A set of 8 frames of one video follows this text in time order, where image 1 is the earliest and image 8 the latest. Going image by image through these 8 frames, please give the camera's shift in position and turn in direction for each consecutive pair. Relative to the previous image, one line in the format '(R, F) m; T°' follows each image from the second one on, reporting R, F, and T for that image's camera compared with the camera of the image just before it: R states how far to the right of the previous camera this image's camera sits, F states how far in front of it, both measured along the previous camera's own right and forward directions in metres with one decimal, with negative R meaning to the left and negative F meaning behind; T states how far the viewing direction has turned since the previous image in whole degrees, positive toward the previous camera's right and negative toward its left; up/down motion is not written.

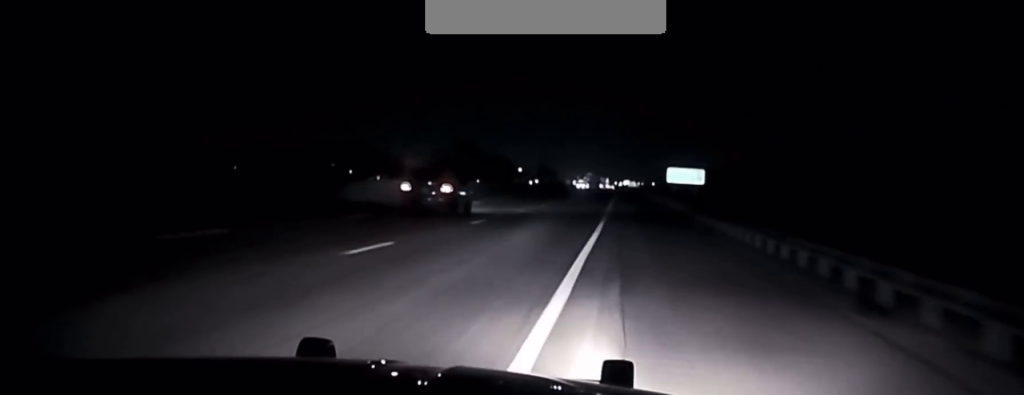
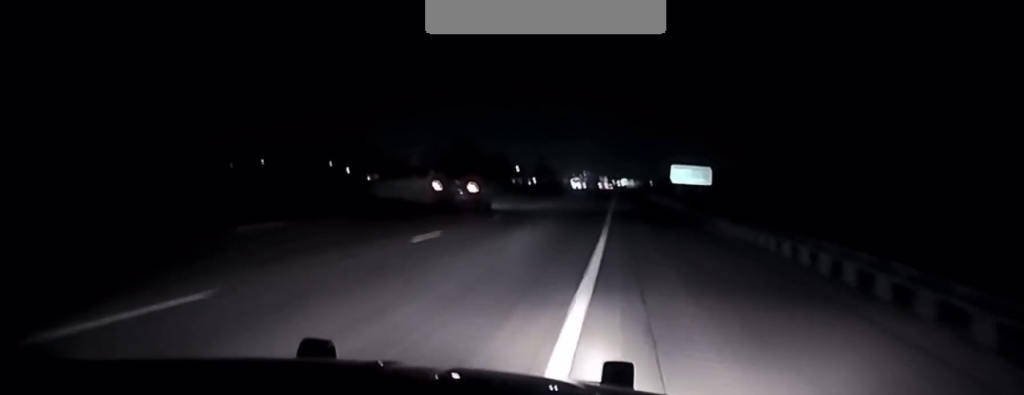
(-0.4, +8.3) m; 0°
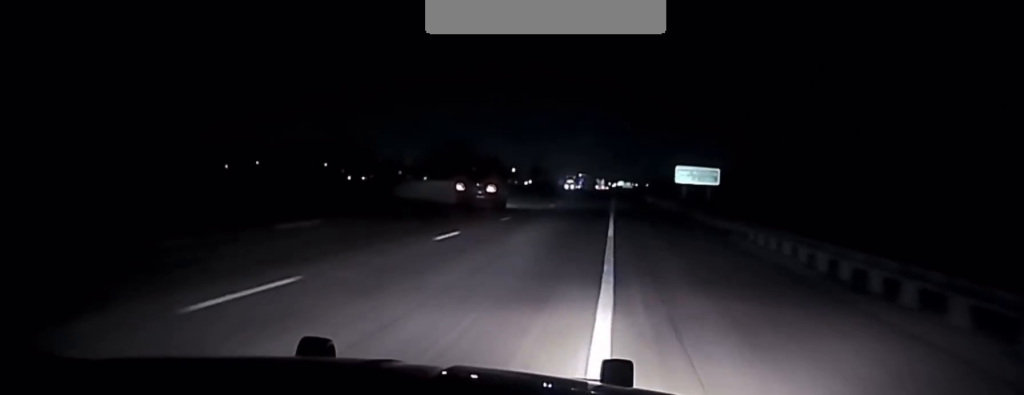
(+0.5, +10.2) m; +1°
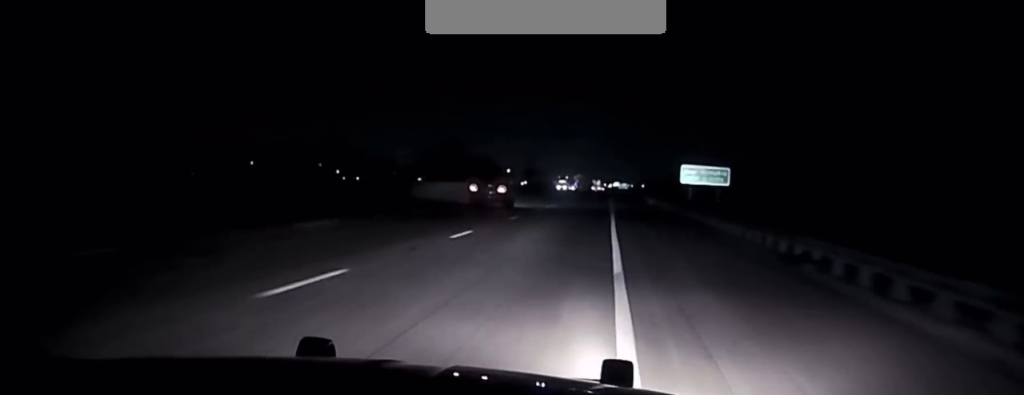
(+0.4, +9.7) m; +1°
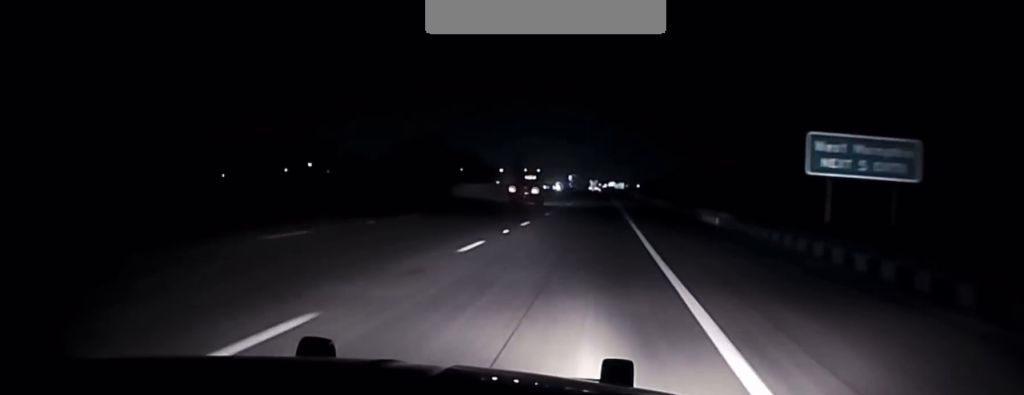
(-1.1, +50.1) m; -1°
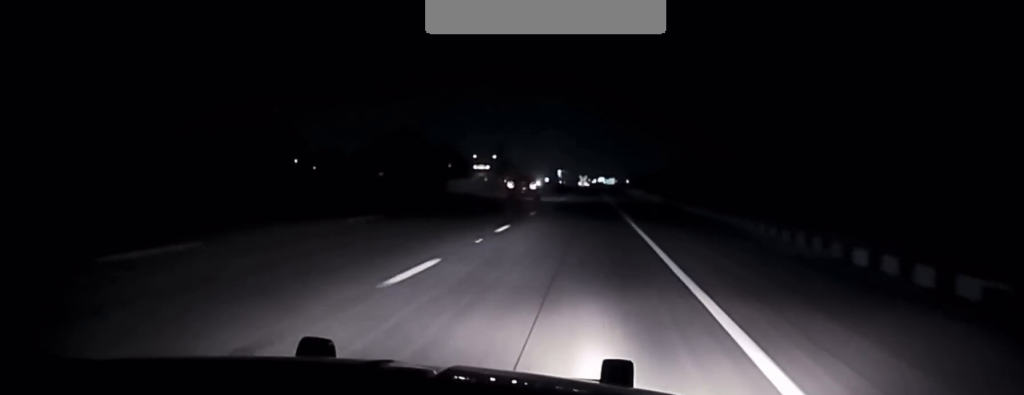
(+0.1, +29.2) m; 0°
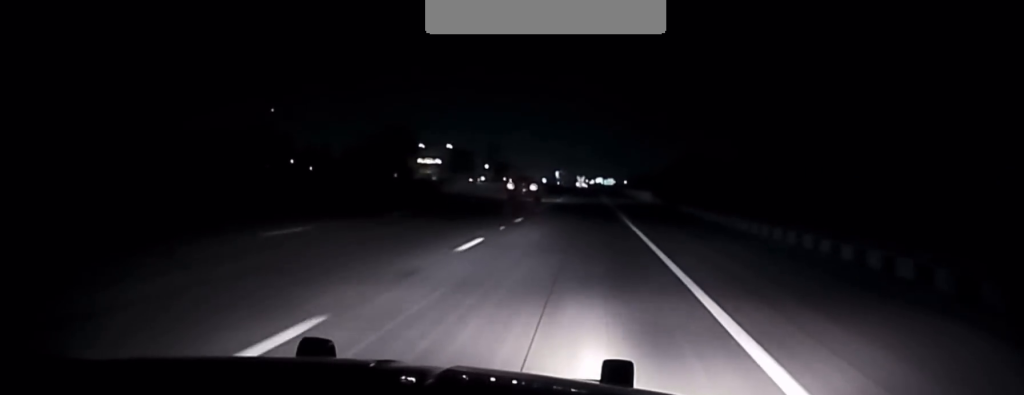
(-0.1, +17.6) m; 0°
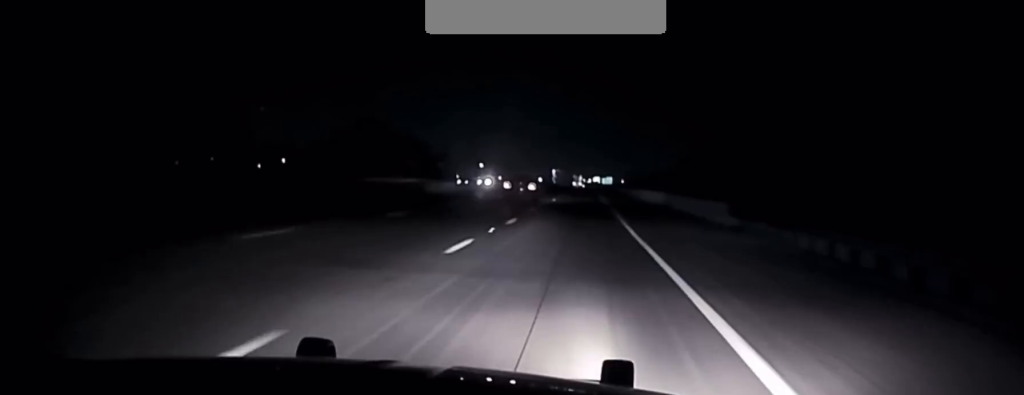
(+0.8, +47.8) m; +1°
